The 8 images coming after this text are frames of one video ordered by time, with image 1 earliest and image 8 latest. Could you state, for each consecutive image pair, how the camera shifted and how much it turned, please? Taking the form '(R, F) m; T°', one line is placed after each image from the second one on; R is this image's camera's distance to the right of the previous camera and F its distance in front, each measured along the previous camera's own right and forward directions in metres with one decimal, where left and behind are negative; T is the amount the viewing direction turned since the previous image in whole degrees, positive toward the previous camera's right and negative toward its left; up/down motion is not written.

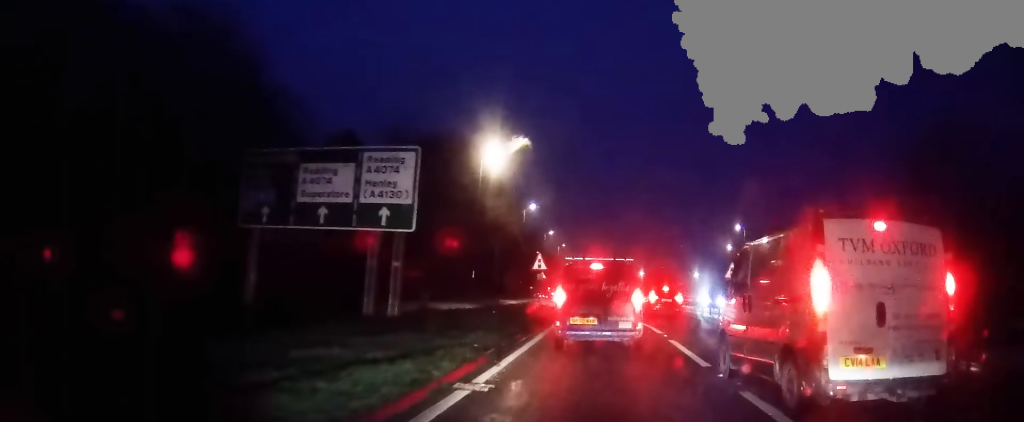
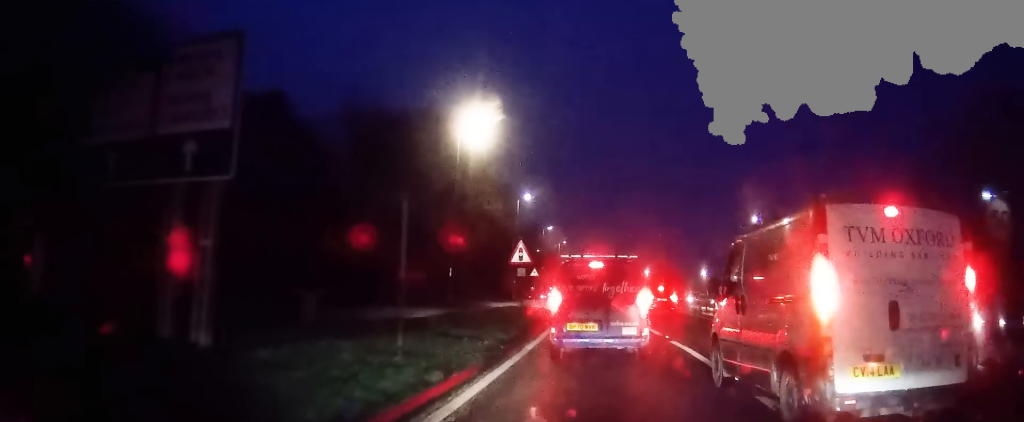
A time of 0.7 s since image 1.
(-0.2, +9.1) m; -1°
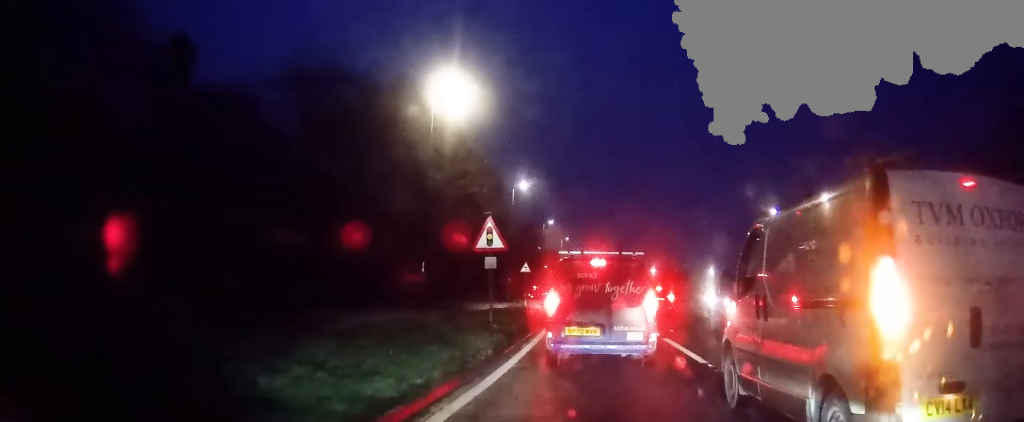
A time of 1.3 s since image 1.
(-0.1, +7.9) m; 0°
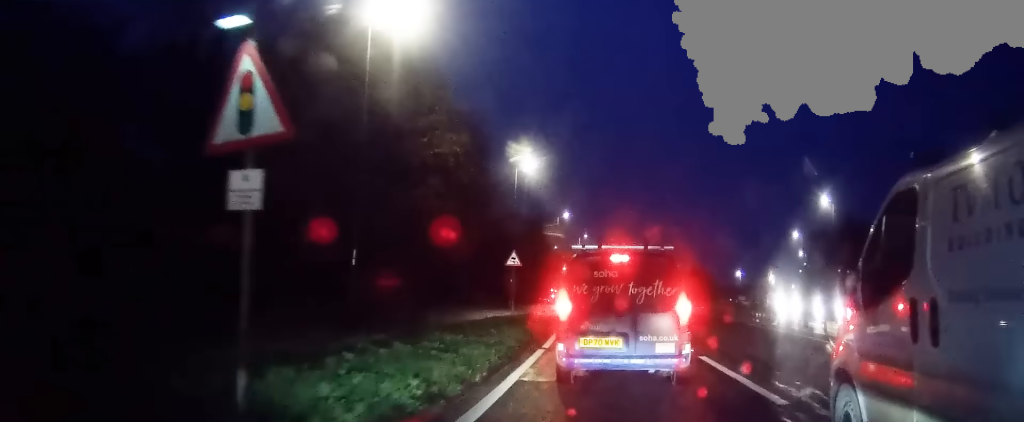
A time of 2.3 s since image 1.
(0.0, +12.9) m; +1°
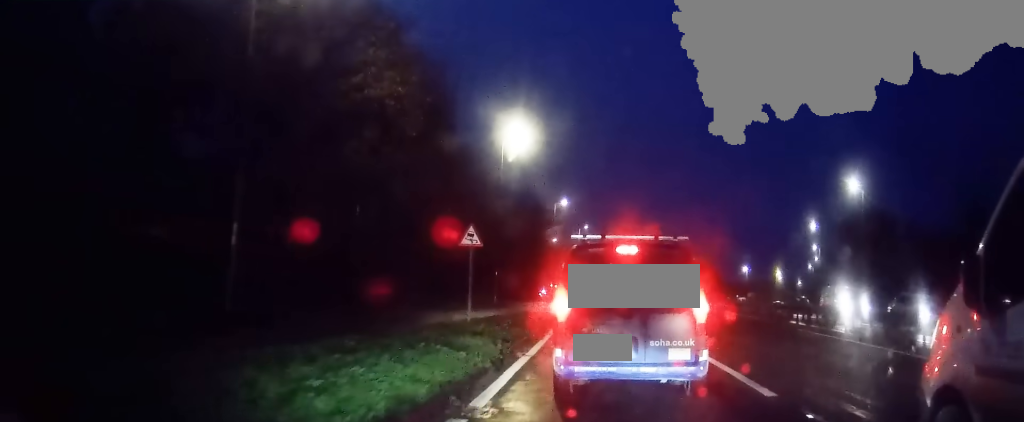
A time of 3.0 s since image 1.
(+0.1, +8.5) m; 0°
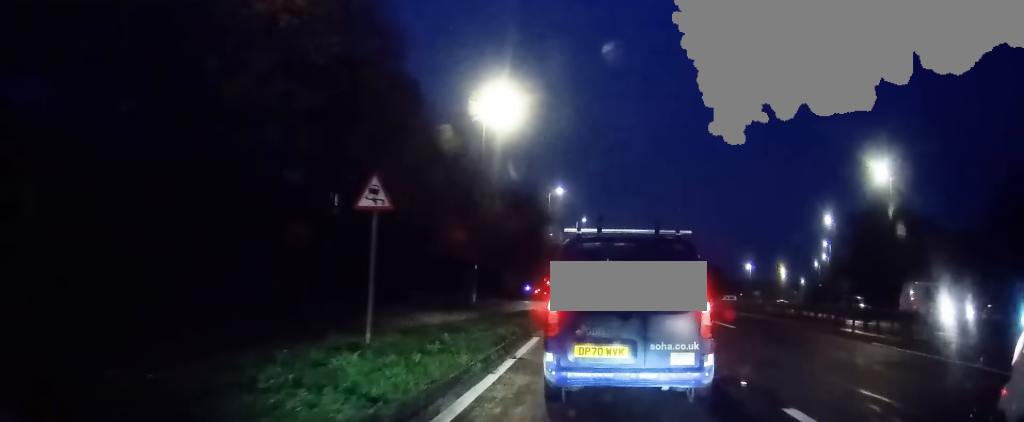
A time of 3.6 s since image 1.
(-0.1, +6.9) m; -1°
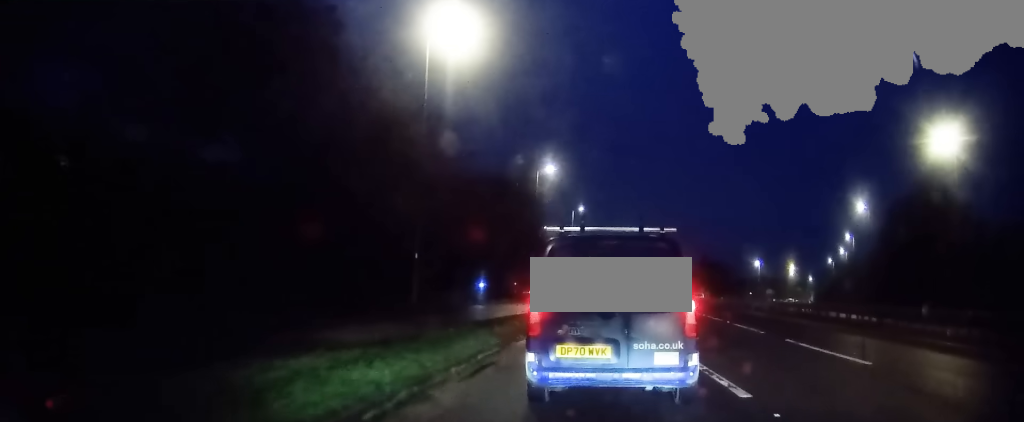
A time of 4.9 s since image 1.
(-0.2, +12.9) m; -2°
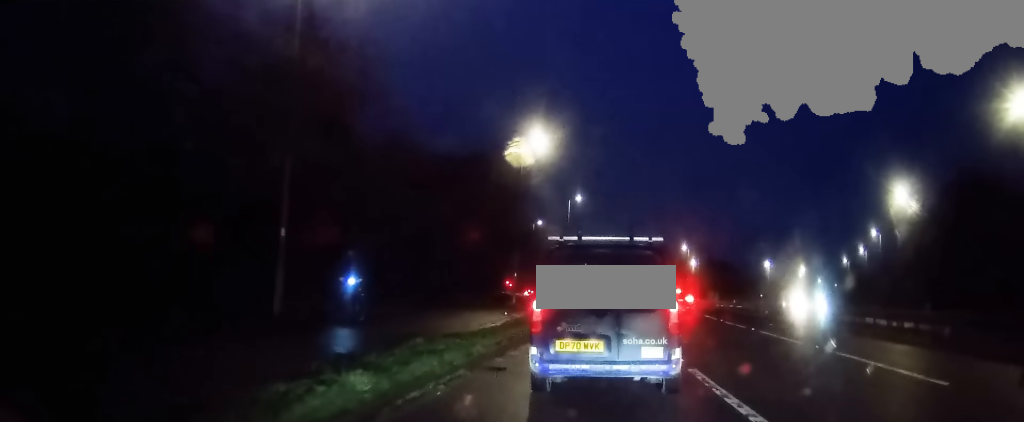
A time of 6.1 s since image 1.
(-0.2, +11.9) m; 0°
